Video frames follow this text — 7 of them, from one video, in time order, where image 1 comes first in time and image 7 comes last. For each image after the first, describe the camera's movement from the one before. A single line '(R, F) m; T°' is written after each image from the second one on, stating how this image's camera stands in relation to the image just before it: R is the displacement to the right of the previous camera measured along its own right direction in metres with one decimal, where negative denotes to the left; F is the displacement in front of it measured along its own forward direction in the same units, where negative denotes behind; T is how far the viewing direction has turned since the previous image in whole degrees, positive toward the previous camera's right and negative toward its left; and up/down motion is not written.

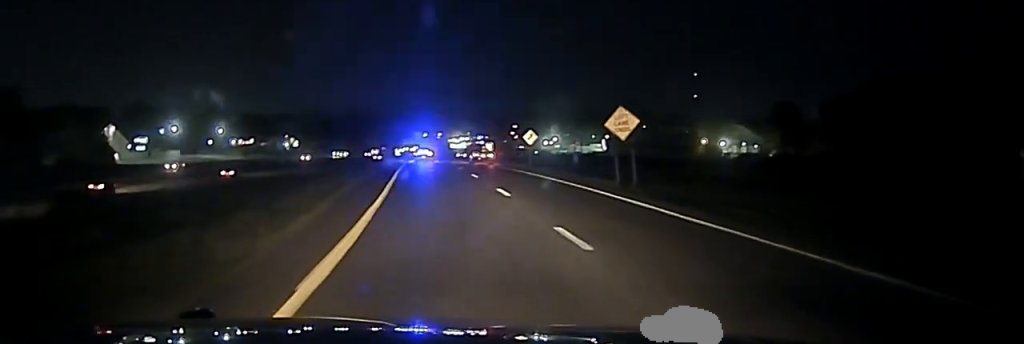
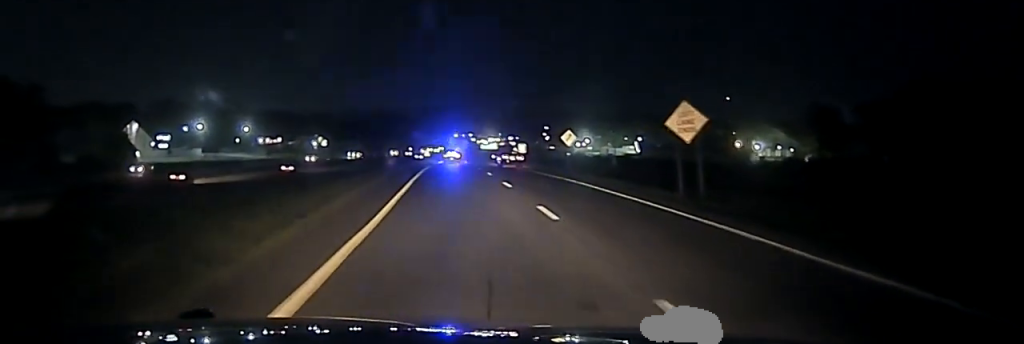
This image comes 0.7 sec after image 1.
(-0.1, +8.4) m; -2°
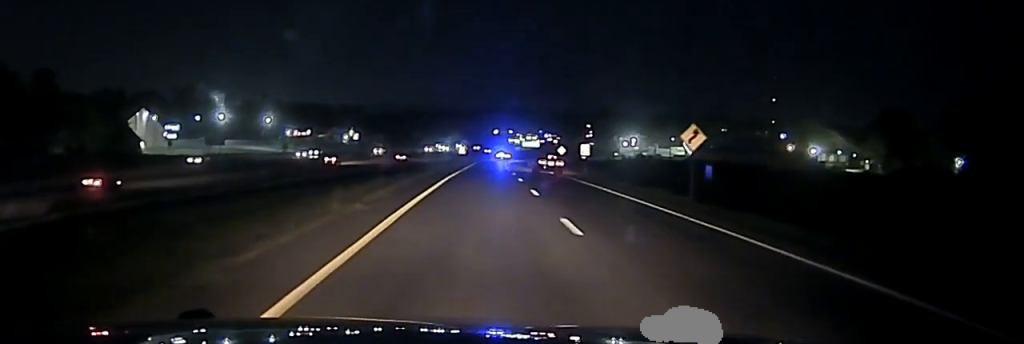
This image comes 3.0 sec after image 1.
(-0.7, +28.5) m; -1°
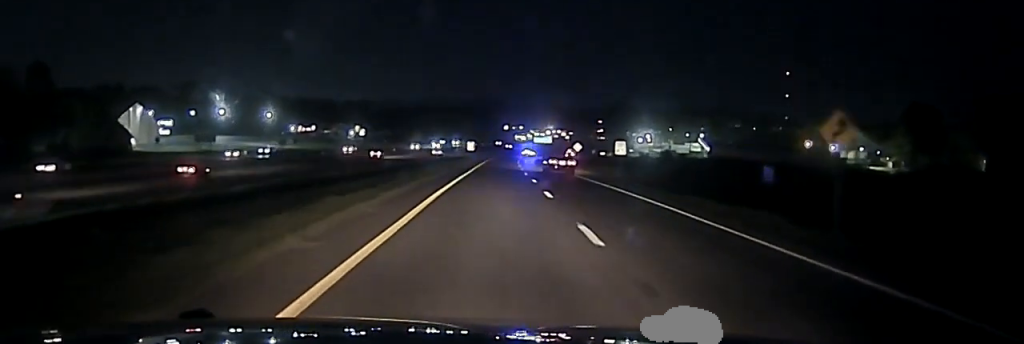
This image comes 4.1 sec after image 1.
(-0.1, +12.8) m; -1°
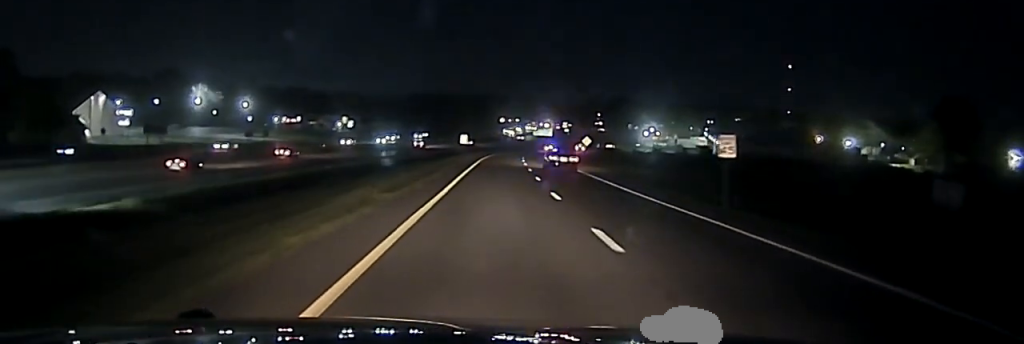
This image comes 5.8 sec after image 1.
(-0.1, +23.7) m; 0°
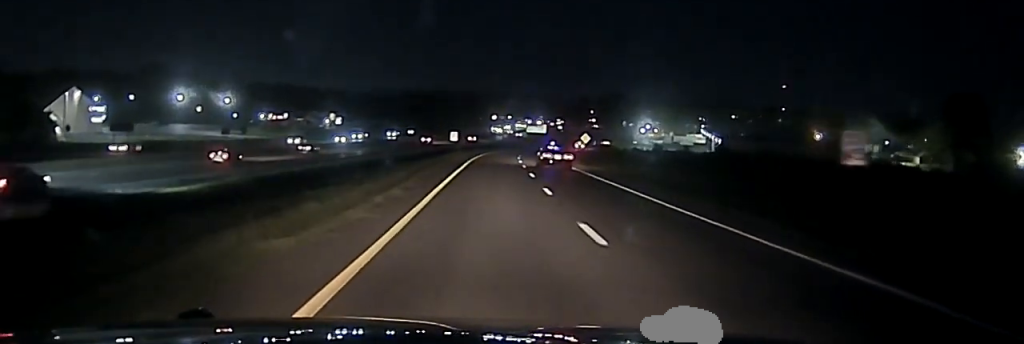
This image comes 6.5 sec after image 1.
(0.0, +12.3) m; 0°
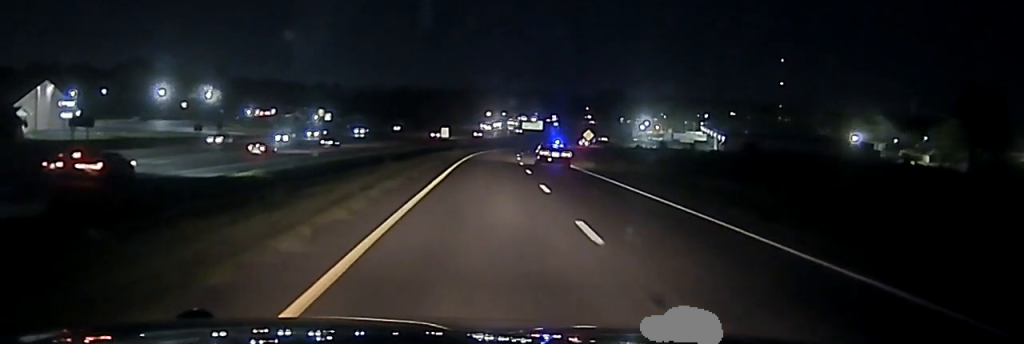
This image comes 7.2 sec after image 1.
(0.0, +14.6) m; 0°
